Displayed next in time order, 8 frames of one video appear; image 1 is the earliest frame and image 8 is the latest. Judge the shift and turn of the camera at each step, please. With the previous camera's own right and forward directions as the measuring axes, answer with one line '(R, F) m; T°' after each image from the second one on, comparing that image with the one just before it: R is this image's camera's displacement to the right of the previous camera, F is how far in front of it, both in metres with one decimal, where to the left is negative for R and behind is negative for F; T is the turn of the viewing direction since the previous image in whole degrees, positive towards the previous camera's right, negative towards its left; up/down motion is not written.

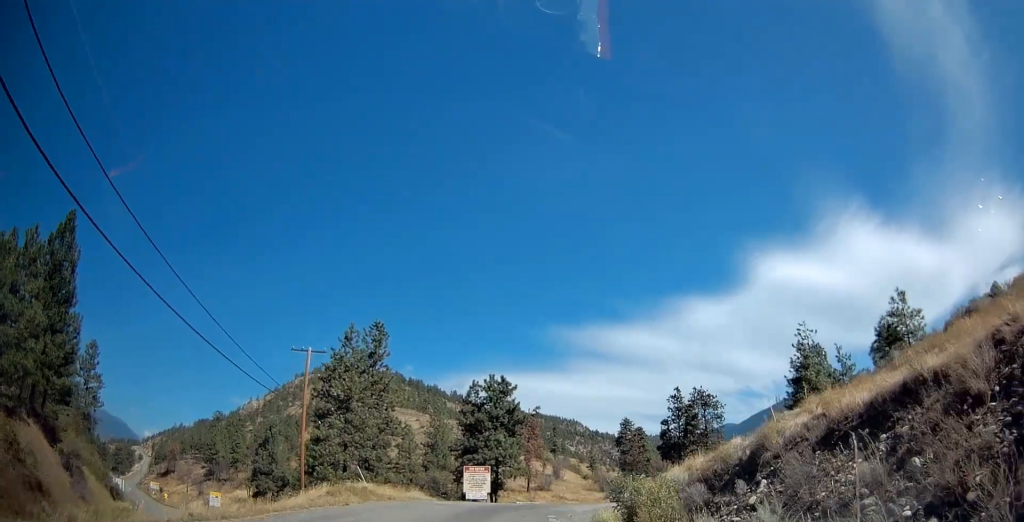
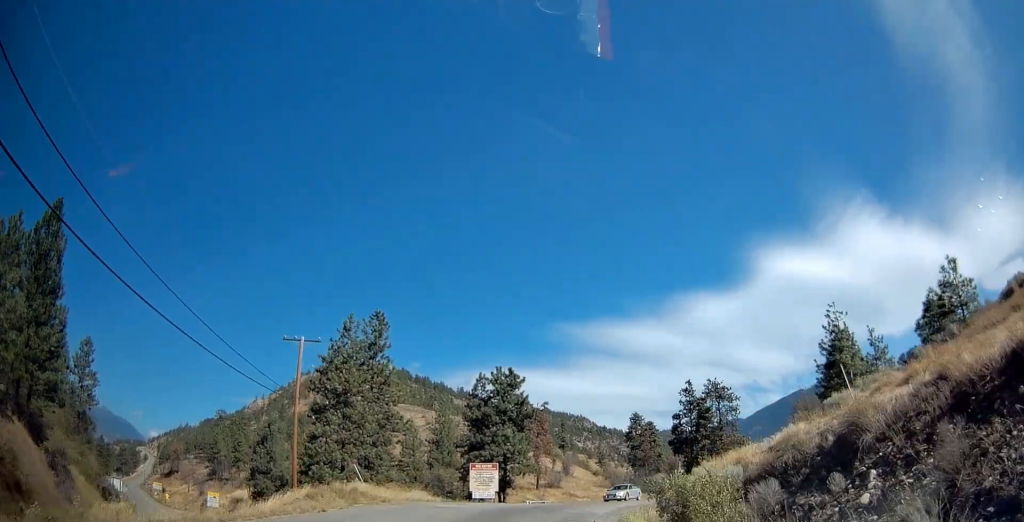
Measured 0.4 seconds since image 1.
(+0.1, +3.5) m; -1°
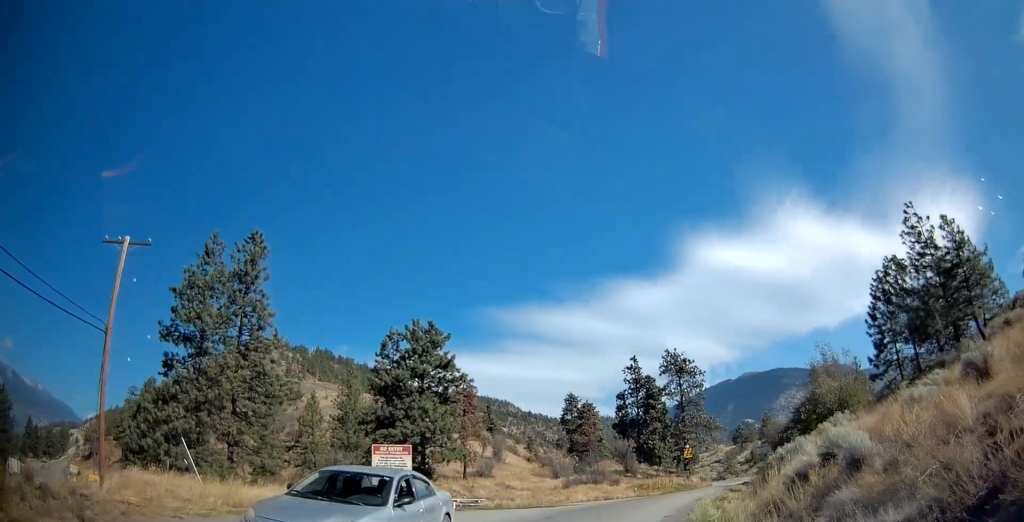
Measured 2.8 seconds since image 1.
(0.0, +16.5) m; +10°
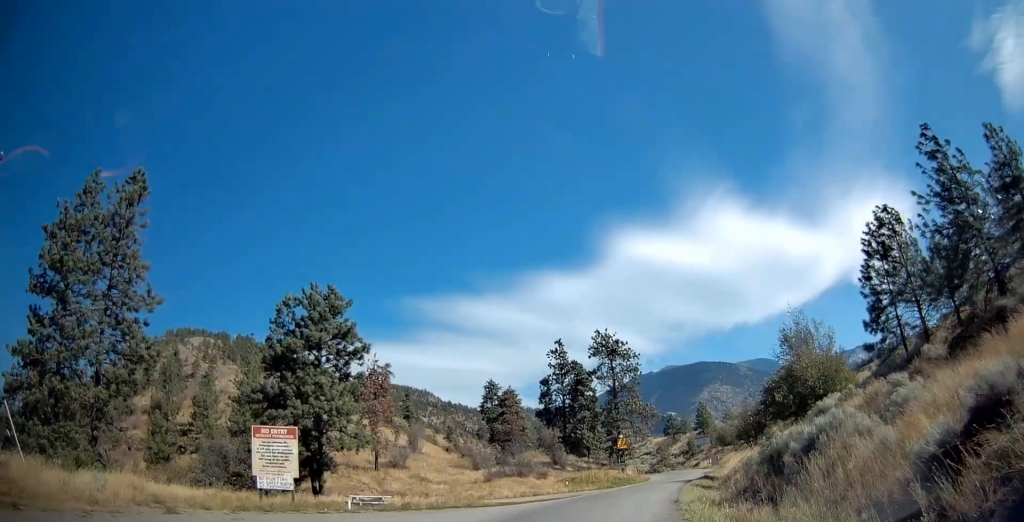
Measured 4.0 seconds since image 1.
(+0.5, +7.4) m; +3°
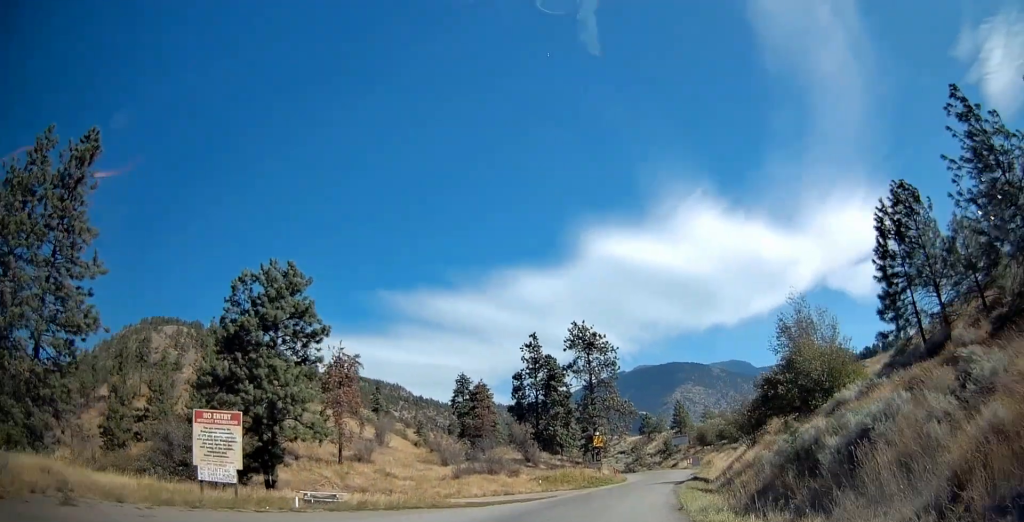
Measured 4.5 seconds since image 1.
(-0.3, +3.3) m; +3°
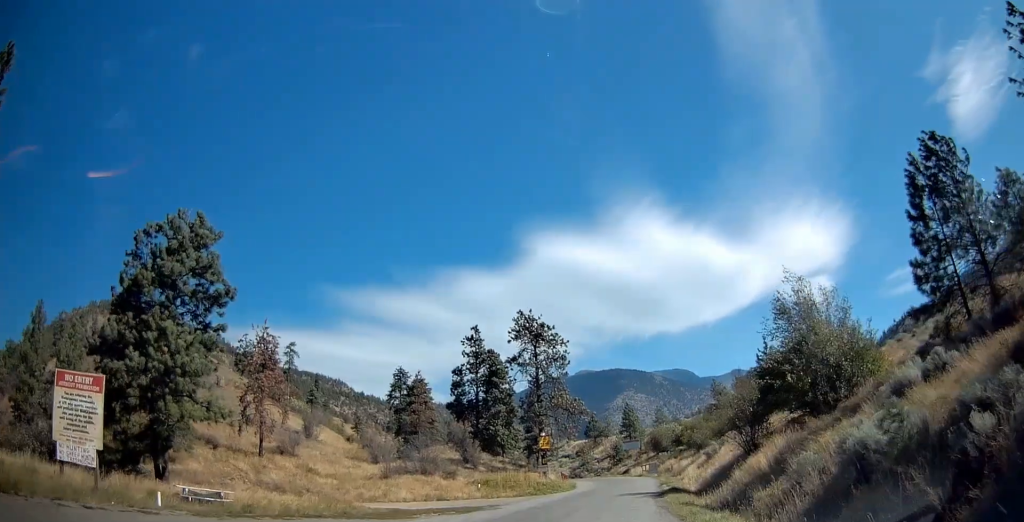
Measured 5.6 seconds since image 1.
(+0.7, +6.2) m; +6°
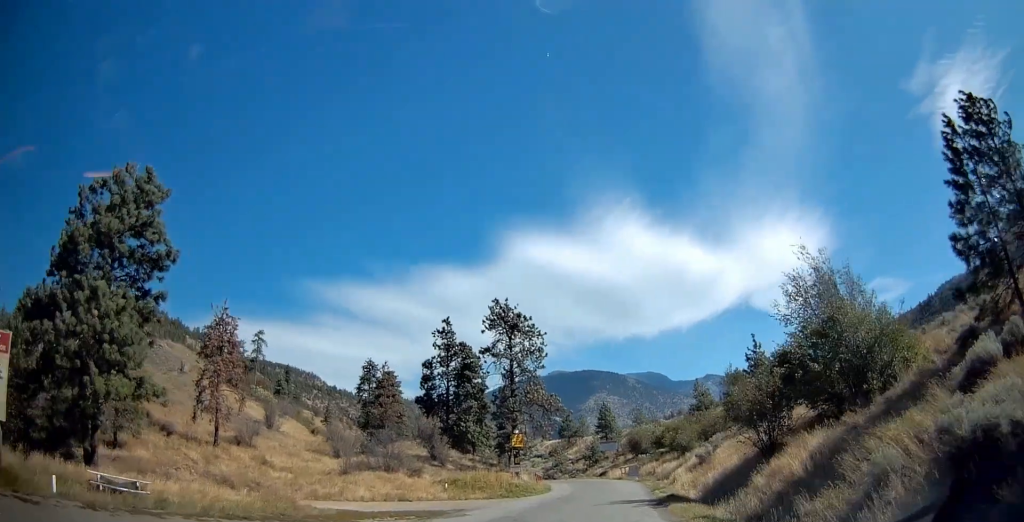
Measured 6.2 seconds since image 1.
(0.0, +3.8) m; +3°
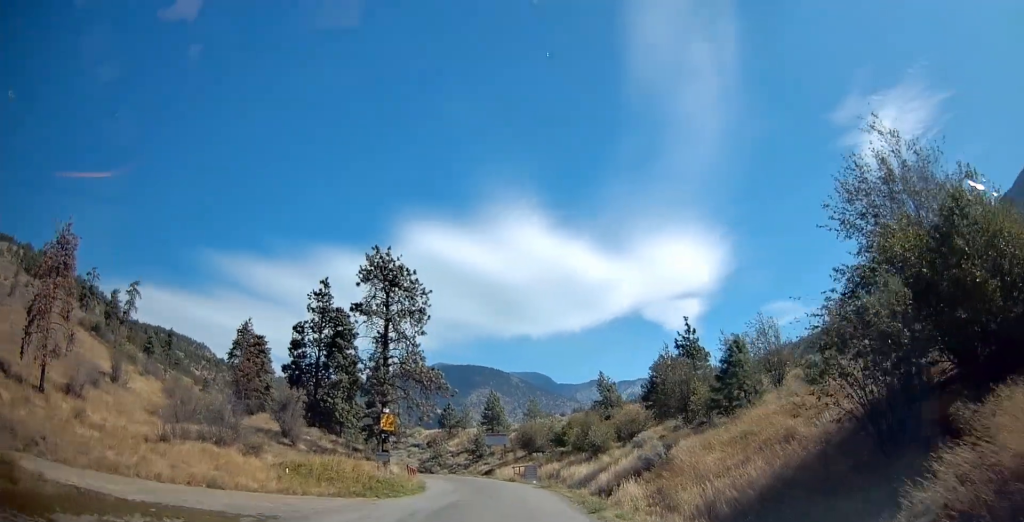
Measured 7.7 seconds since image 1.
(+0.8, +10.4) m; +10°
